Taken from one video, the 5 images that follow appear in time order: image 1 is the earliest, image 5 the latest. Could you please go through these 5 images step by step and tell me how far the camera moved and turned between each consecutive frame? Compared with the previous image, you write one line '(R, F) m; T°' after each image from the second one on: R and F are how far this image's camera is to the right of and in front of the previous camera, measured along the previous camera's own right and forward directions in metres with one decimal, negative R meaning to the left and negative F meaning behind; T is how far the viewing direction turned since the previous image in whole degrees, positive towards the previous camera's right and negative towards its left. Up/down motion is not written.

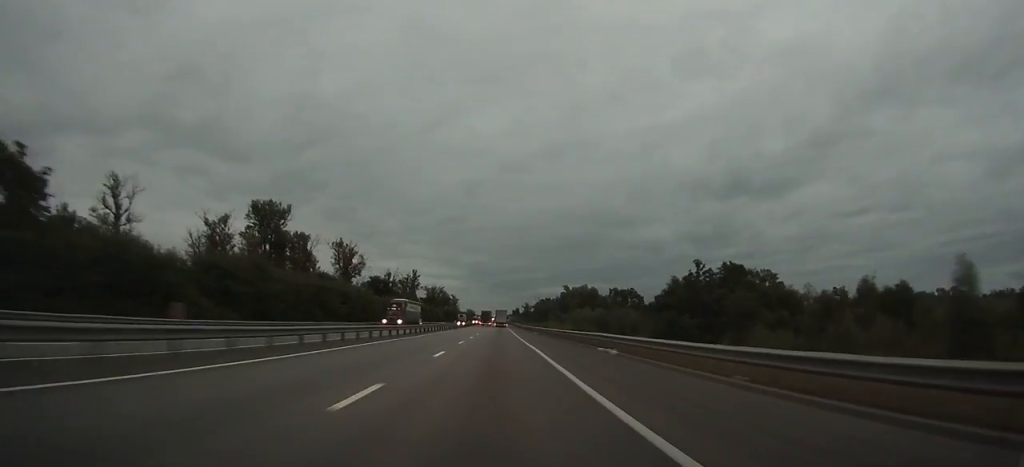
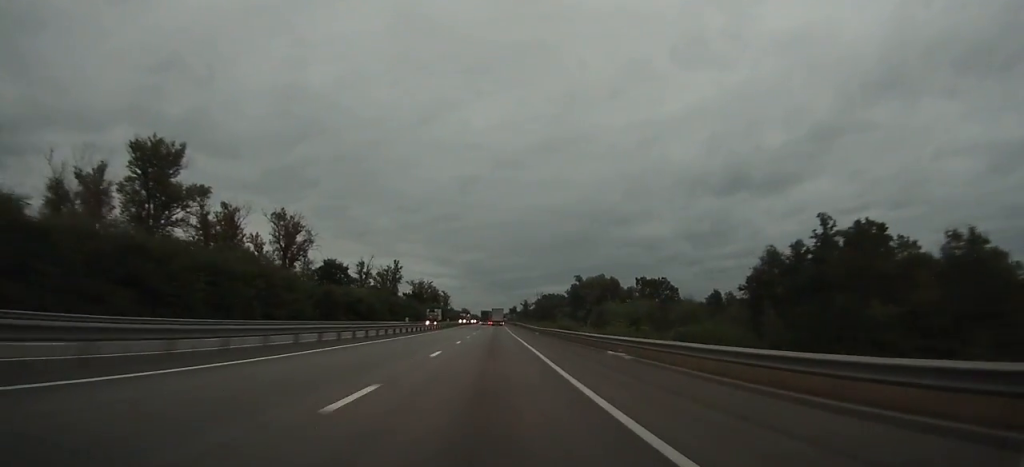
(0.0, +48.0) m; 0°
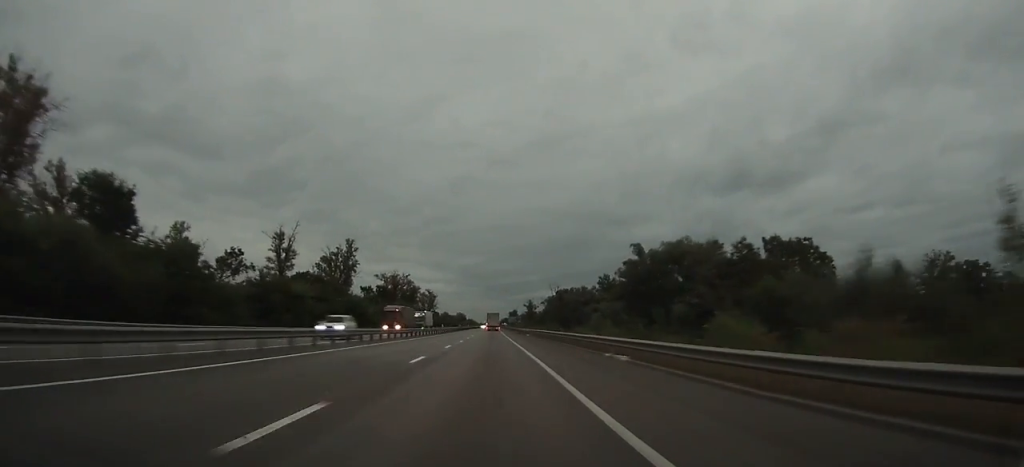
(-0.1, +85.9) m; 0°
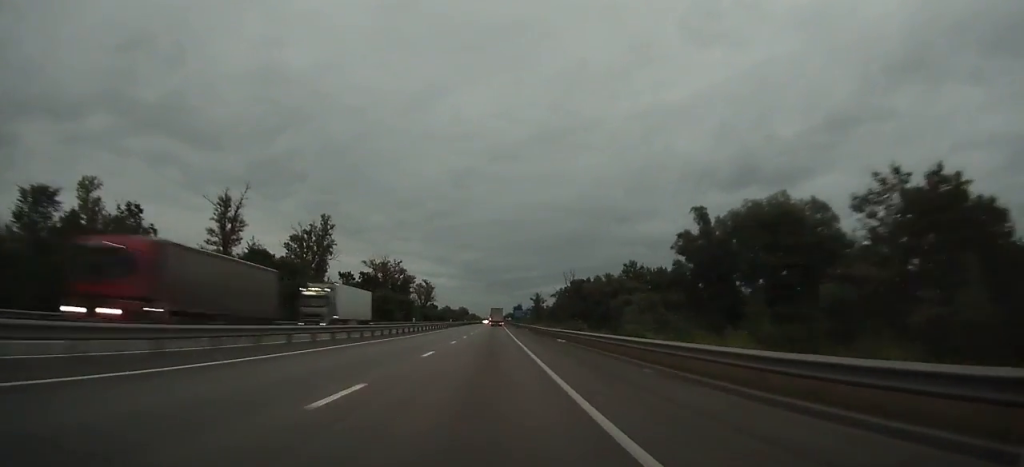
(0.0, +33.3) m; 0°
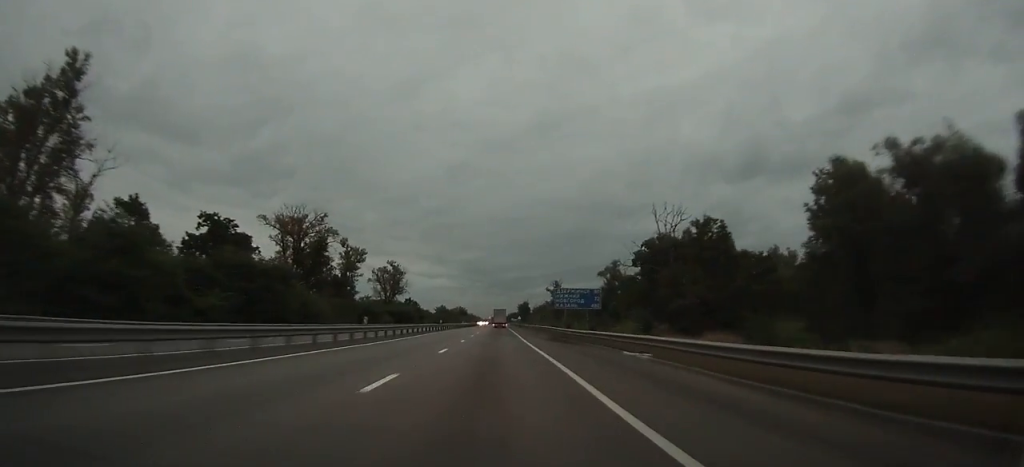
(-0.6, +106.0) m; 0°
